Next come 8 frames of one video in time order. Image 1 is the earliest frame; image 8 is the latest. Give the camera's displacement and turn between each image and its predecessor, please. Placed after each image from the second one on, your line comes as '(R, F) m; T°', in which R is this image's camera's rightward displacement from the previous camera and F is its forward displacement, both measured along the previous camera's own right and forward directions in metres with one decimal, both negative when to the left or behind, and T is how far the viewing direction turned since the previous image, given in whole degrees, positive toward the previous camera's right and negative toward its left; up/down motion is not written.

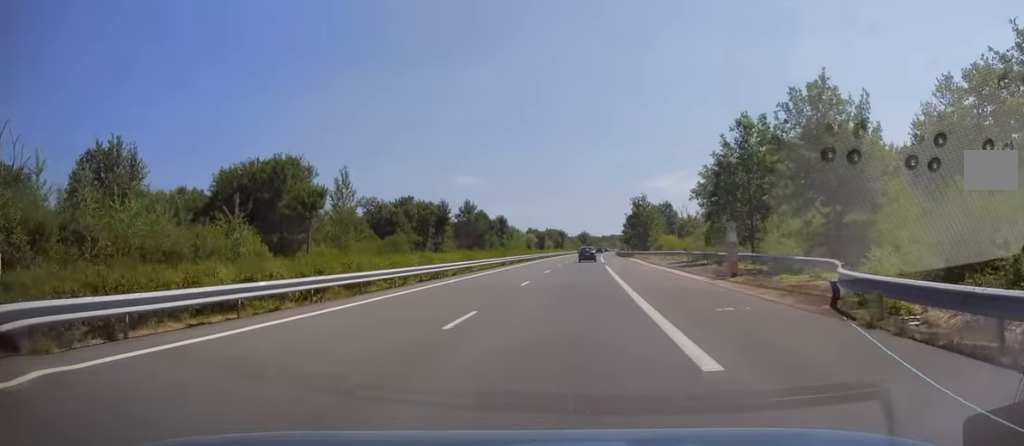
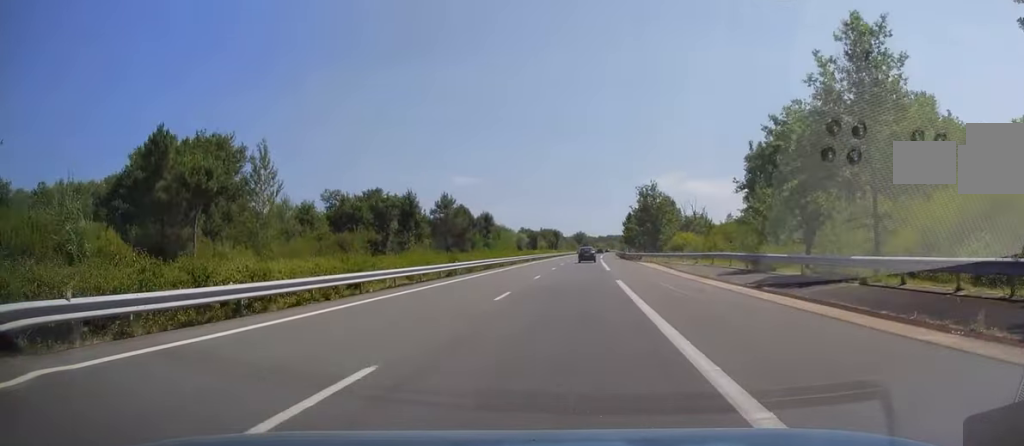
(+0.3, +19.5) m; +1°
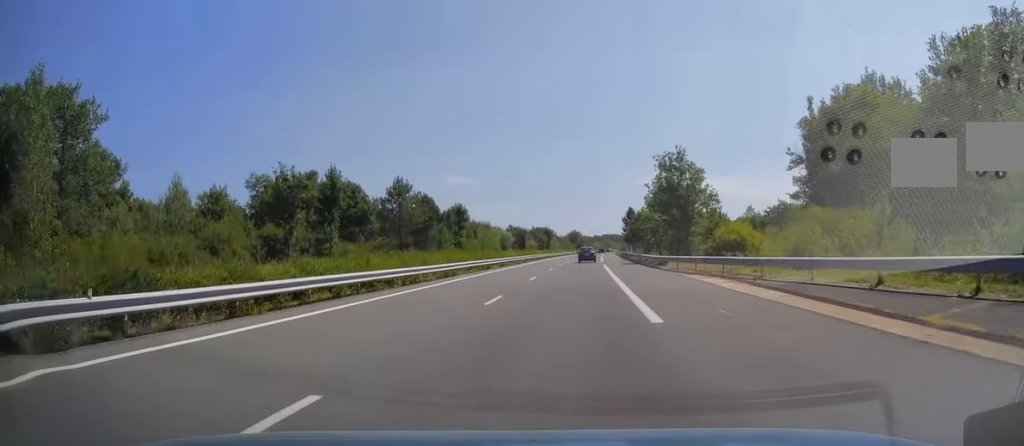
(+0.3, +27.9) m; 0°
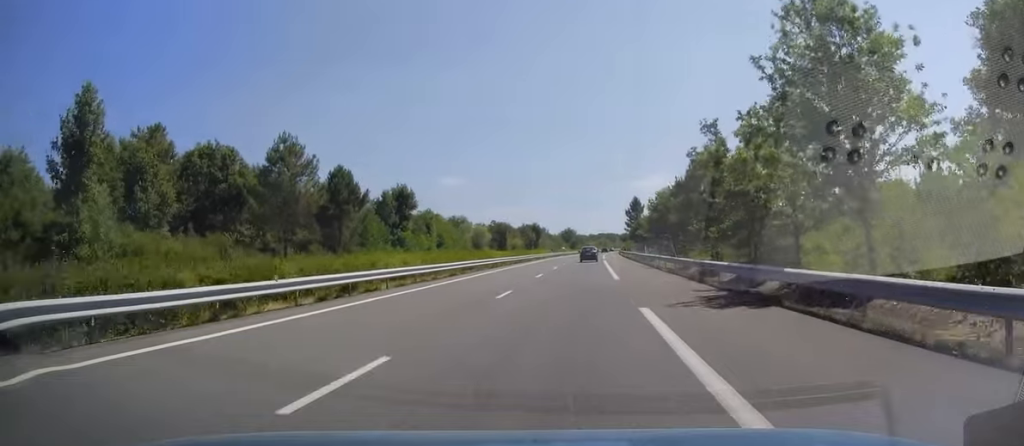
(-0.6, +36.8) m; -1°
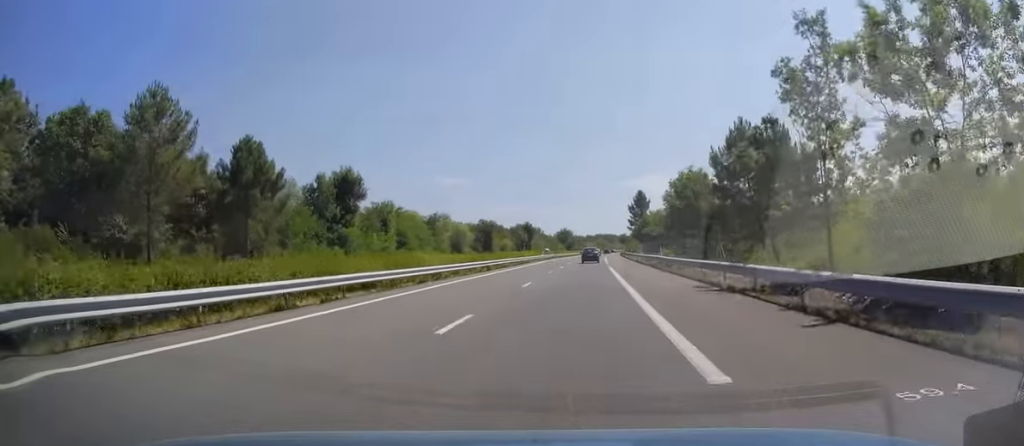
(0.0, +20.6) m; +1°
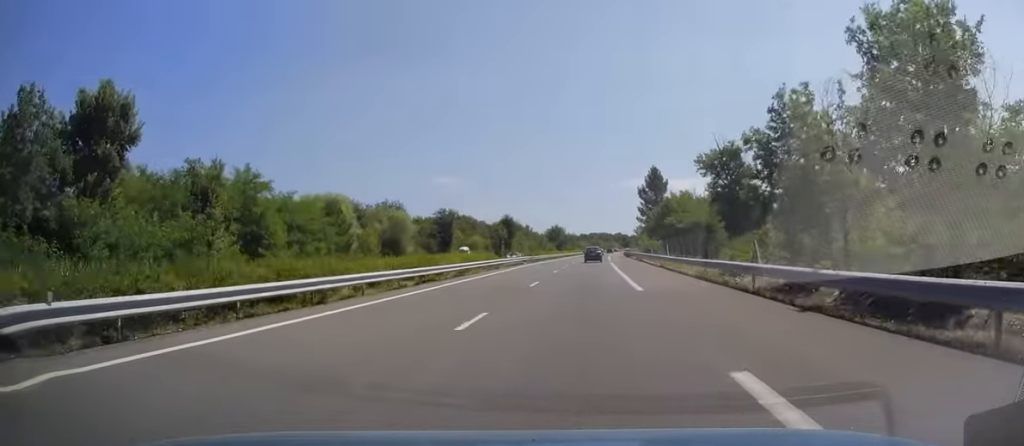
(+0.8, +38.7) m; +2°
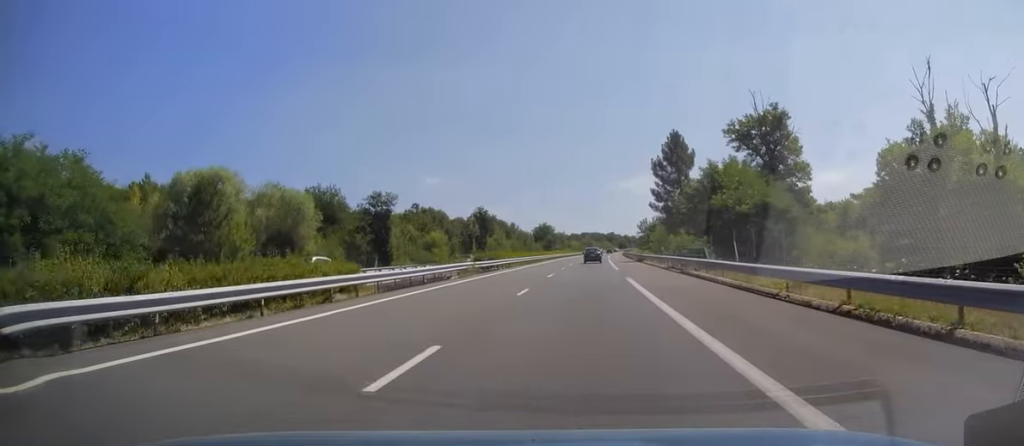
(+0.2, +30.9) m; 0°
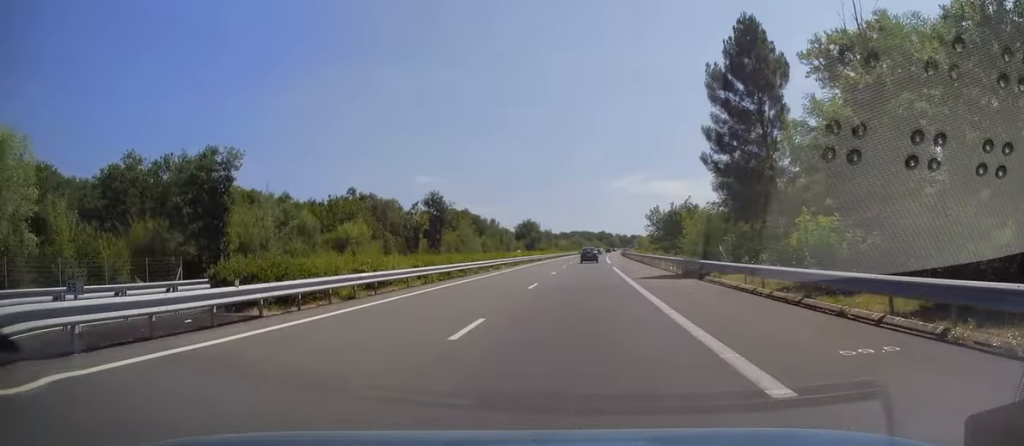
(0.0, +35.3) m; 0°
